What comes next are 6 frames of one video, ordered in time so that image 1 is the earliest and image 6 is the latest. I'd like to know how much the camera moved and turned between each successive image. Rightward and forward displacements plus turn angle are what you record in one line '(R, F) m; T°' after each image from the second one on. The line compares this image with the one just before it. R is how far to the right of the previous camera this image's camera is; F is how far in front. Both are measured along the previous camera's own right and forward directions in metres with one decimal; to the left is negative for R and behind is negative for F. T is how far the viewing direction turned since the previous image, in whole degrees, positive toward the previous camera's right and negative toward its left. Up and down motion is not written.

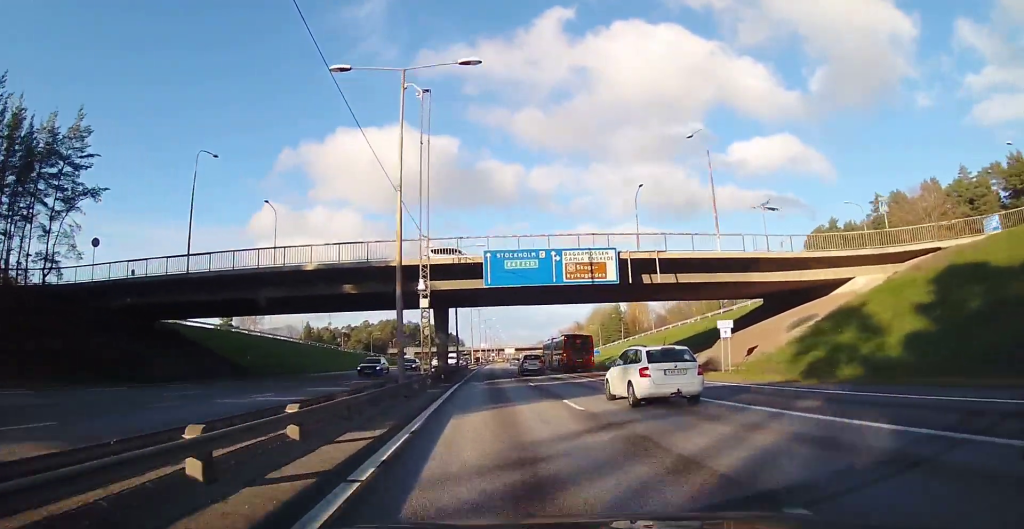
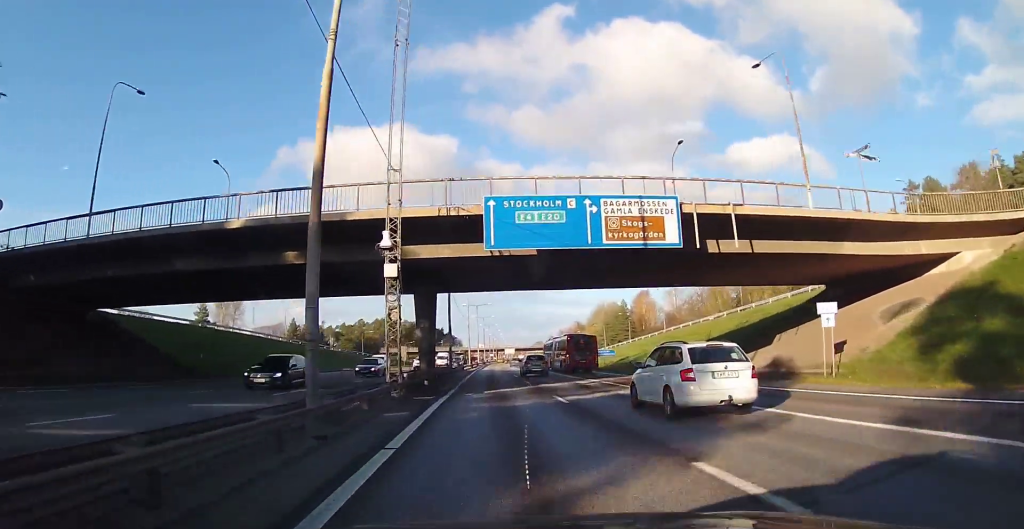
(0.0, +10.0) m; 0°
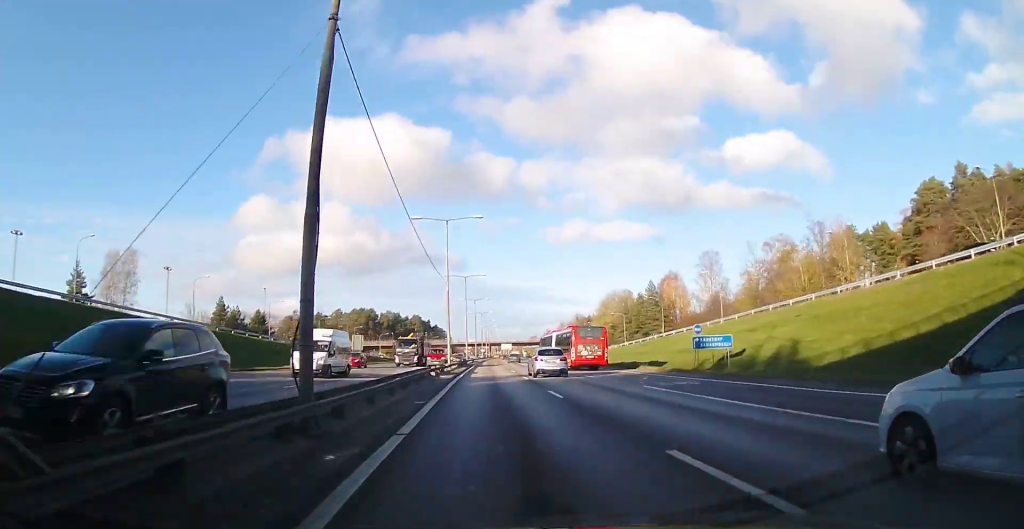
(-0.1, +35.1) m; -1°
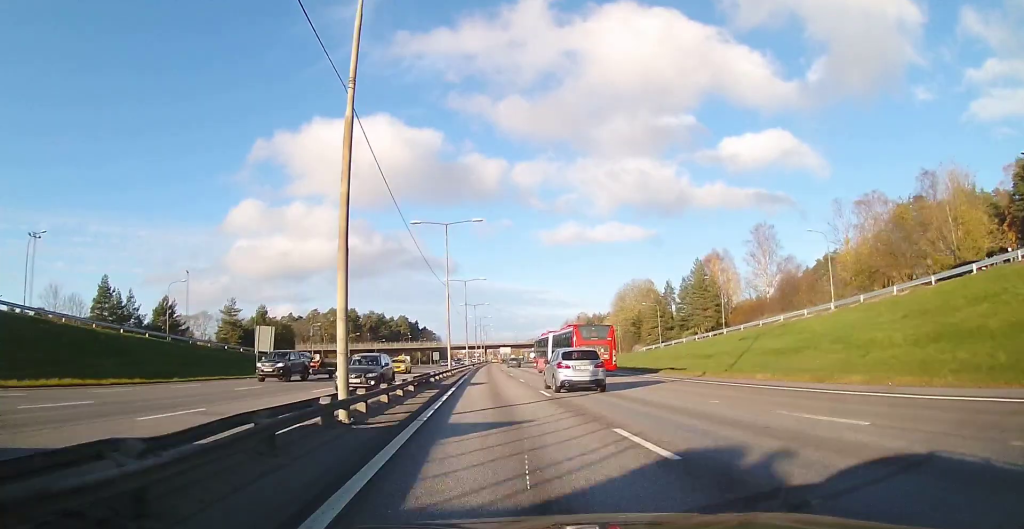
(-0.2, +33.0) m; 0°
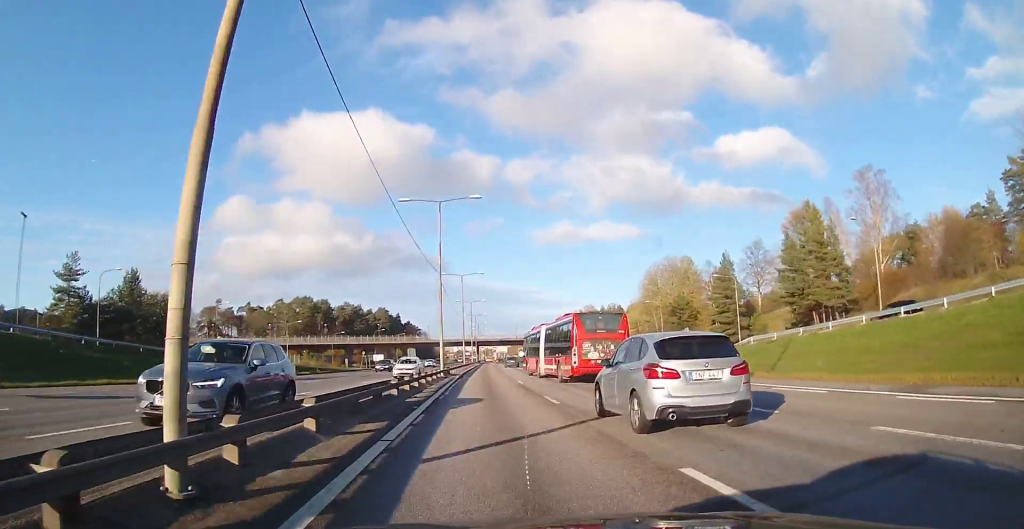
(+0.4, +39.8) m; +1°
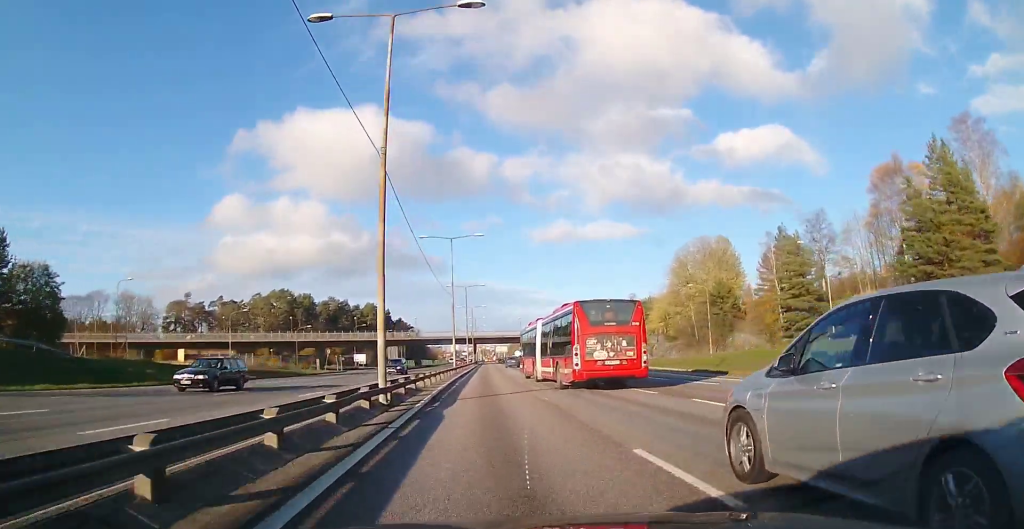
(+0.2, +22.8) m; +1°
